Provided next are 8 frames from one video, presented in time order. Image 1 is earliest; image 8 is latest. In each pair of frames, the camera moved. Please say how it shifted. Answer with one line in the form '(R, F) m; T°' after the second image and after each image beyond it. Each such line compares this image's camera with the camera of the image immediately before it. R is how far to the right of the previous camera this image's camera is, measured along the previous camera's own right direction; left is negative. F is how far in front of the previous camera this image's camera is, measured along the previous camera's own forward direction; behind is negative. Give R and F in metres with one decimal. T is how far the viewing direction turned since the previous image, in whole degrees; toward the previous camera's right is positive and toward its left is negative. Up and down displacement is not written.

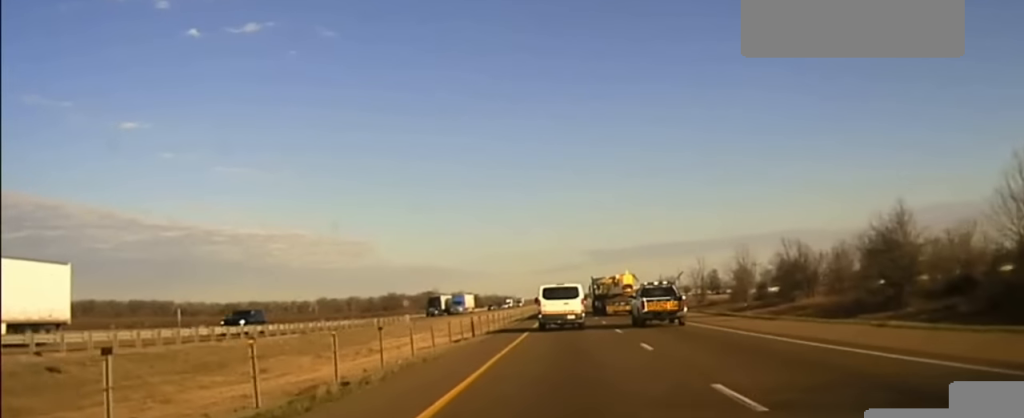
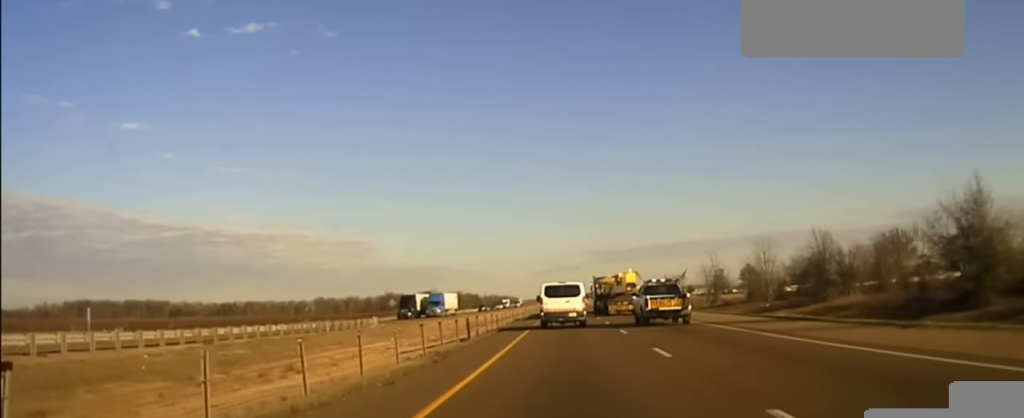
(0.0, +12.5) m; 0°
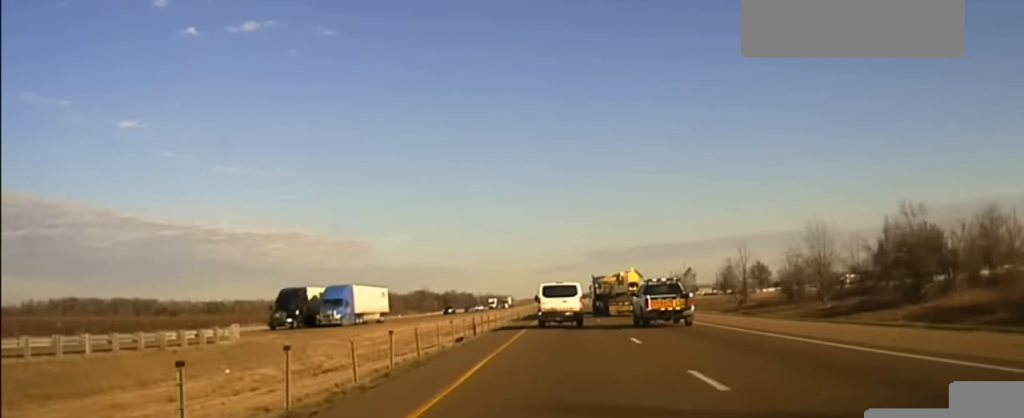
(0.0, +31.2) m; 0°
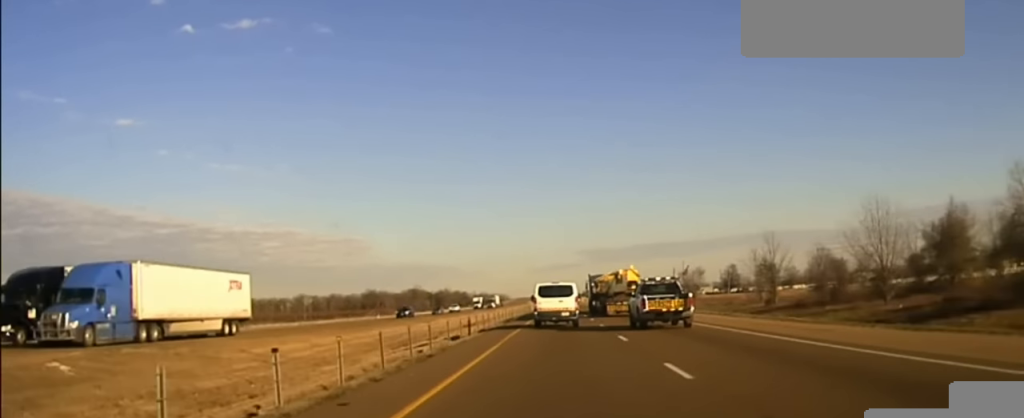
(0.0, +24.7) m; 0°
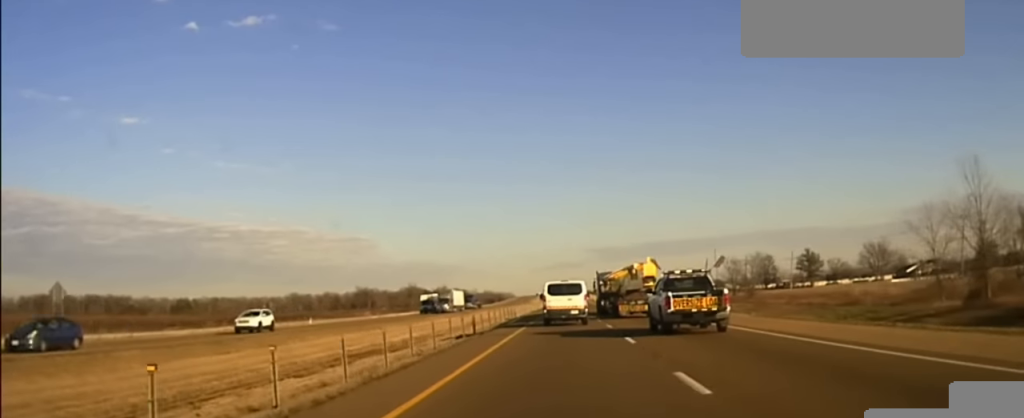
(+0.2, +79.2) m; +1°
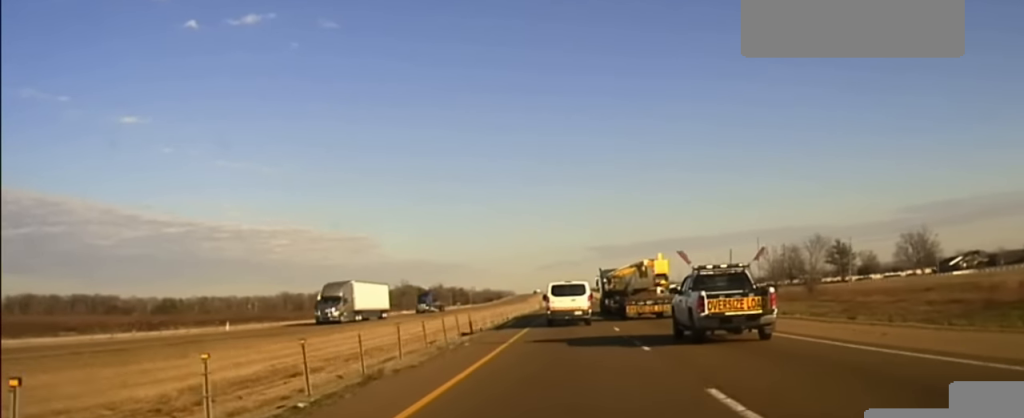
(0.0, +45.4) m; -1°
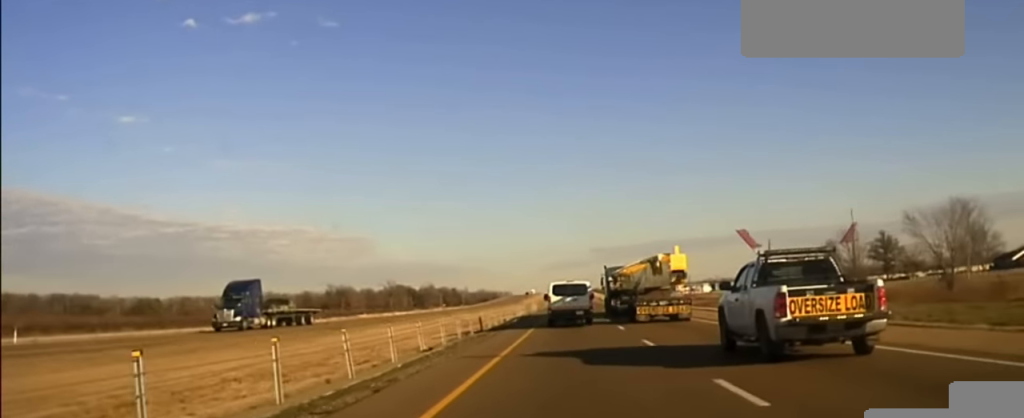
(-0.4, +42.0) m; 0°
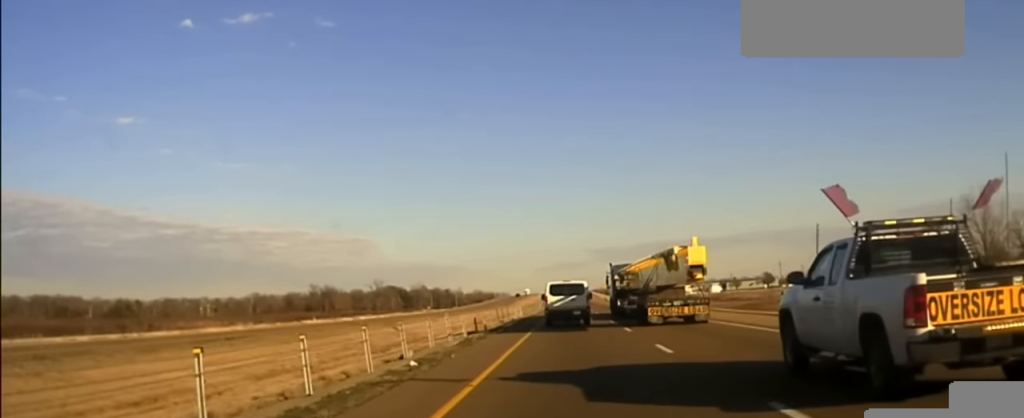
(+0.2, +29.5) m; +1°
